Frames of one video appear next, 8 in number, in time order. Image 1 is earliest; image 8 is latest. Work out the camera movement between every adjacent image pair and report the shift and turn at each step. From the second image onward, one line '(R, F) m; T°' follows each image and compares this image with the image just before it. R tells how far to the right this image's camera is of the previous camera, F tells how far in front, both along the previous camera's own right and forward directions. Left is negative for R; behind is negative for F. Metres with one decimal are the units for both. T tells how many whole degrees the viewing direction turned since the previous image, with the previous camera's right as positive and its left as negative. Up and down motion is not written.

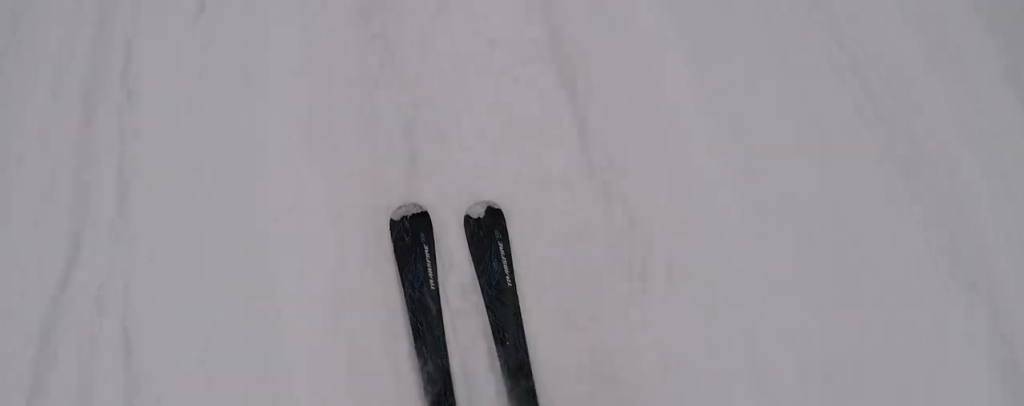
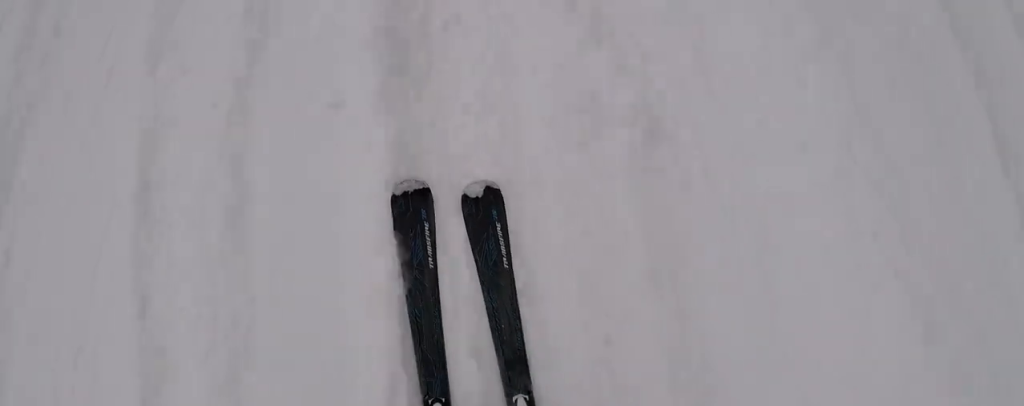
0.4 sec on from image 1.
(+0.3, +3.6) m; -2°
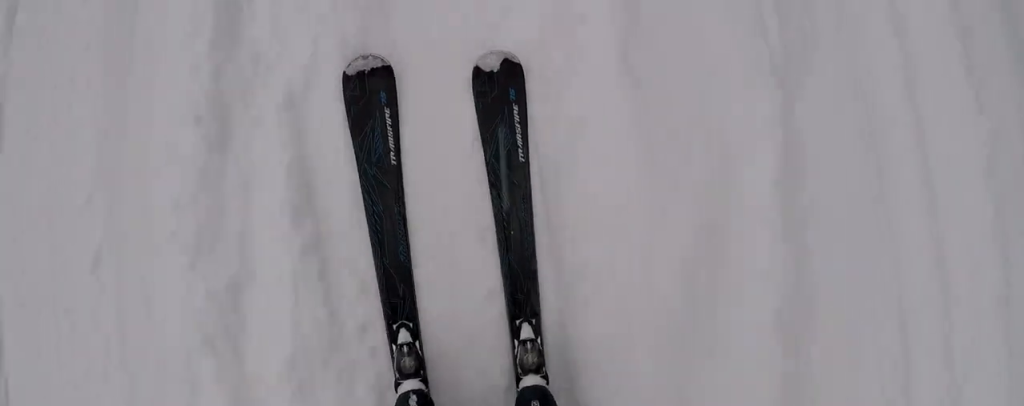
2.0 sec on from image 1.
(-2.3, +12.9) m; -5°
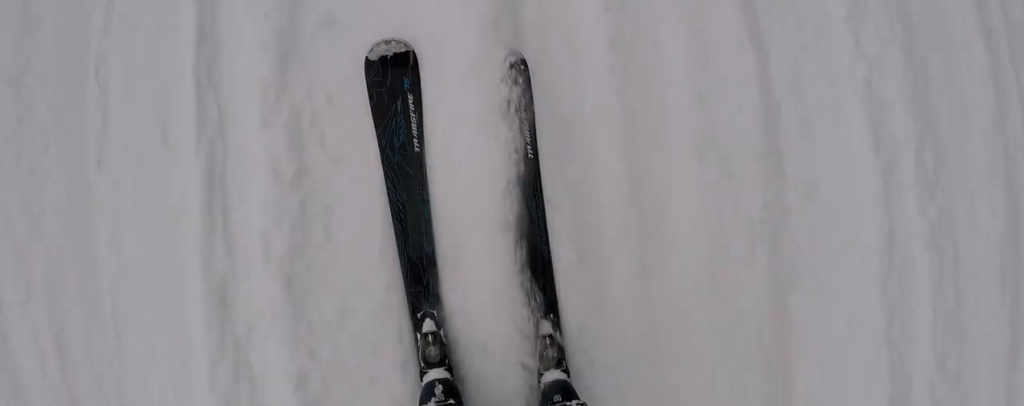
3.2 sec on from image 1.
(+1.4, +9.5) m; +7°
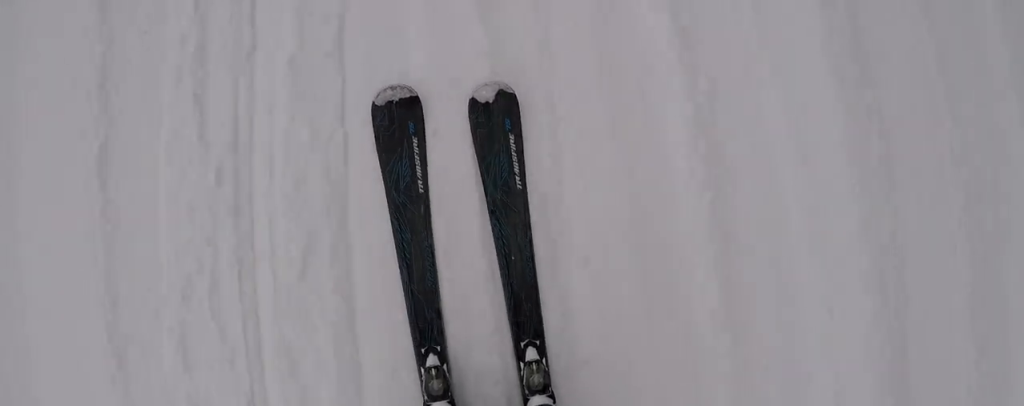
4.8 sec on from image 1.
(-0.7, +12.5) m; +1°
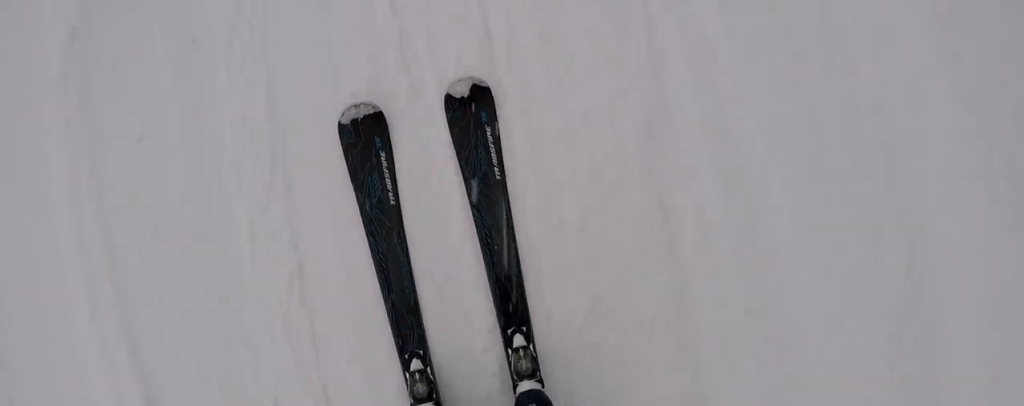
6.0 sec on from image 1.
(+0.7, +8.6) m; +1°
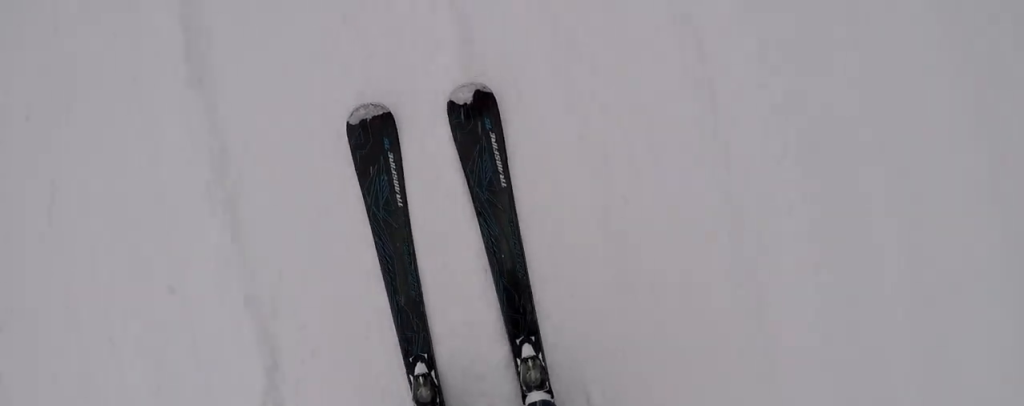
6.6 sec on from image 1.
(+0.1, +3.9) m; -3°
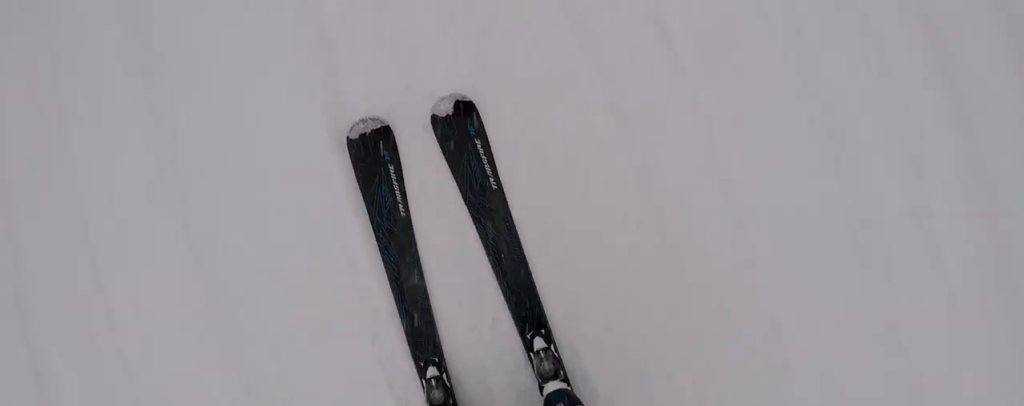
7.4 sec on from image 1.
(-0.8, +5.7) m; -4°
